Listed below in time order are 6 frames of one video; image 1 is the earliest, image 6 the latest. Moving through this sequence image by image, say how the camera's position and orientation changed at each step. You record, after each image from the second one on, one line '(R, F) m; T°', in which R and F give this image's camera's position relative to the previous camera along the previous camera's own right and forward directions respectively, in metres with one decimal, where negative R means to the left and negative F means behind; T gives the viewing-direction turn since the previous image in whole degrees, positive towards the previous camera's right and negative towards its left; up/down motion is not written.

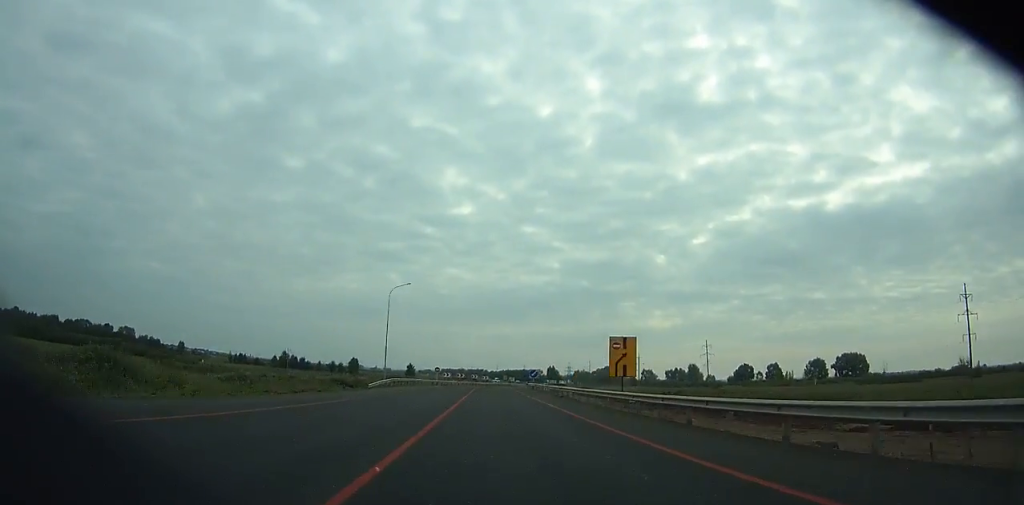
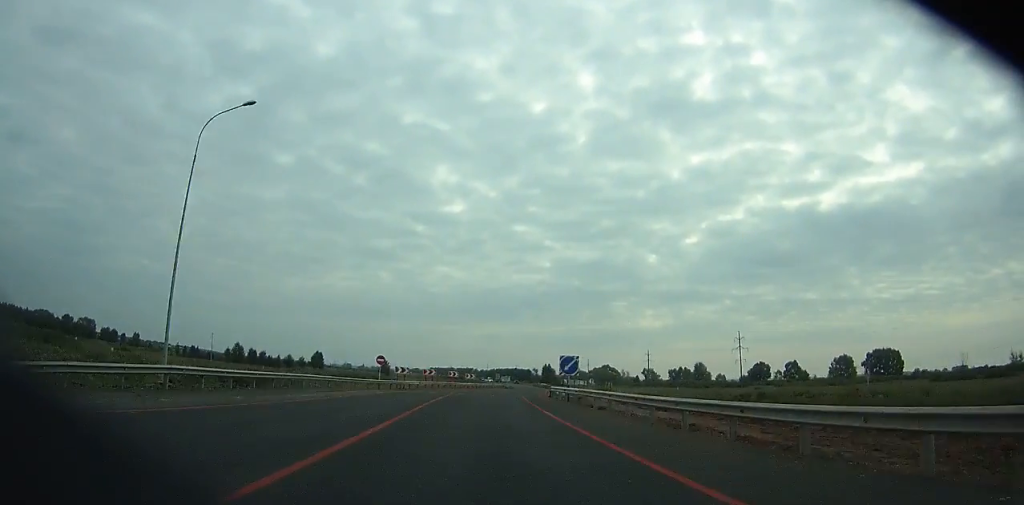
(+0.2, +41.3) m; +1°
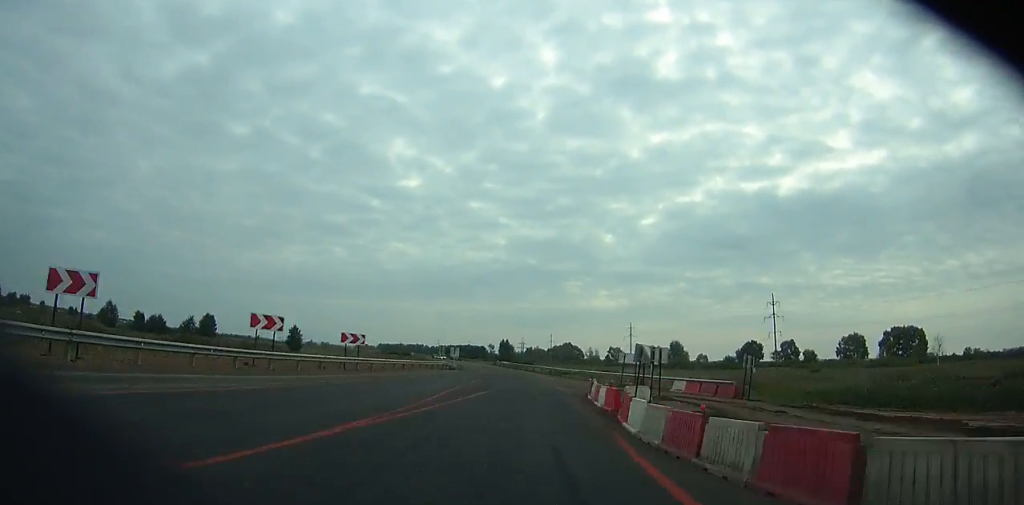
(+1.1, +58.3) m; +3°
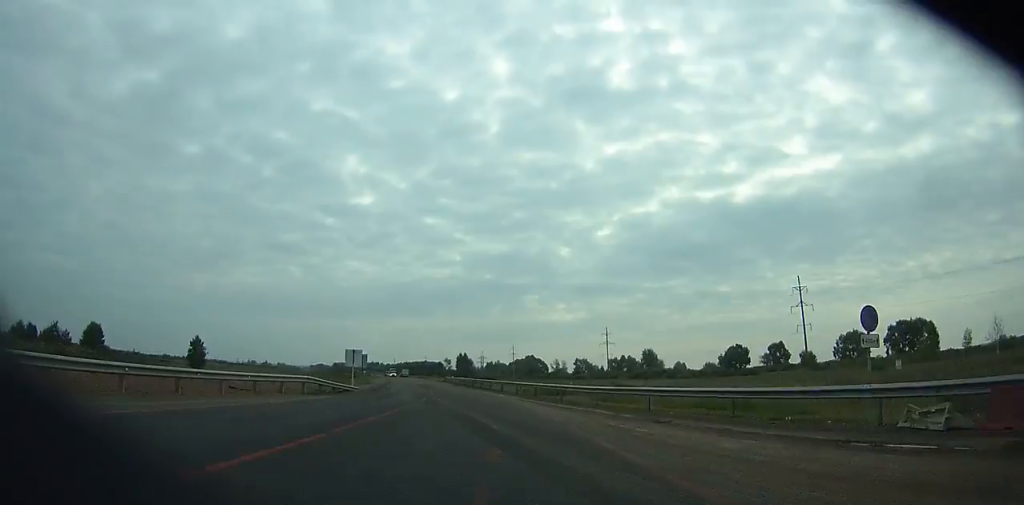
(+0.9, +38.0) m; +2°
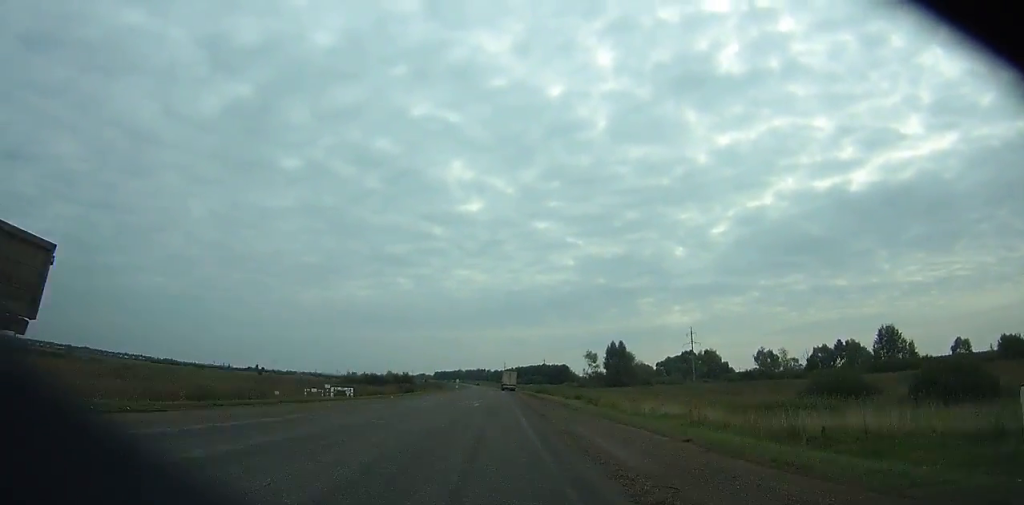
(-9.5, +164.8) m; -7°
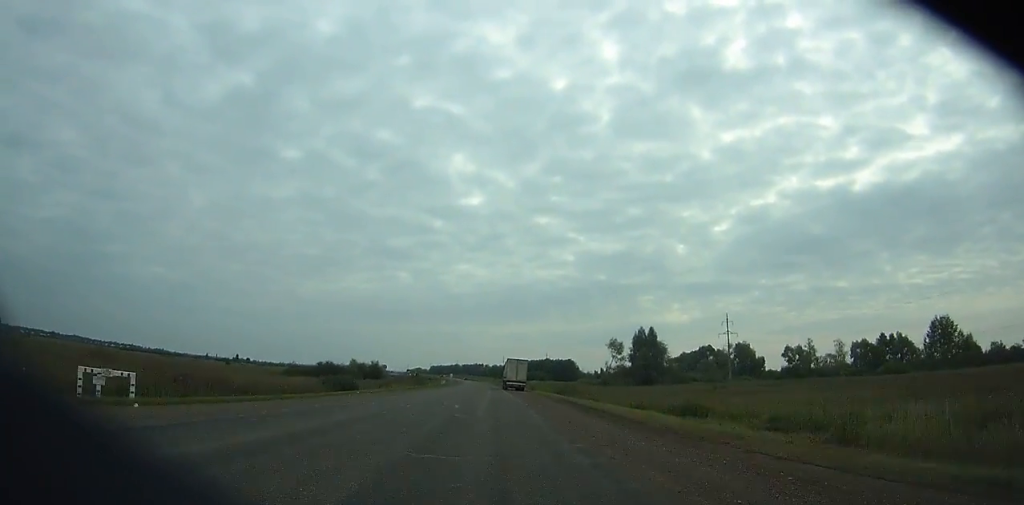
(-0.2, +37.0) m; 0°
